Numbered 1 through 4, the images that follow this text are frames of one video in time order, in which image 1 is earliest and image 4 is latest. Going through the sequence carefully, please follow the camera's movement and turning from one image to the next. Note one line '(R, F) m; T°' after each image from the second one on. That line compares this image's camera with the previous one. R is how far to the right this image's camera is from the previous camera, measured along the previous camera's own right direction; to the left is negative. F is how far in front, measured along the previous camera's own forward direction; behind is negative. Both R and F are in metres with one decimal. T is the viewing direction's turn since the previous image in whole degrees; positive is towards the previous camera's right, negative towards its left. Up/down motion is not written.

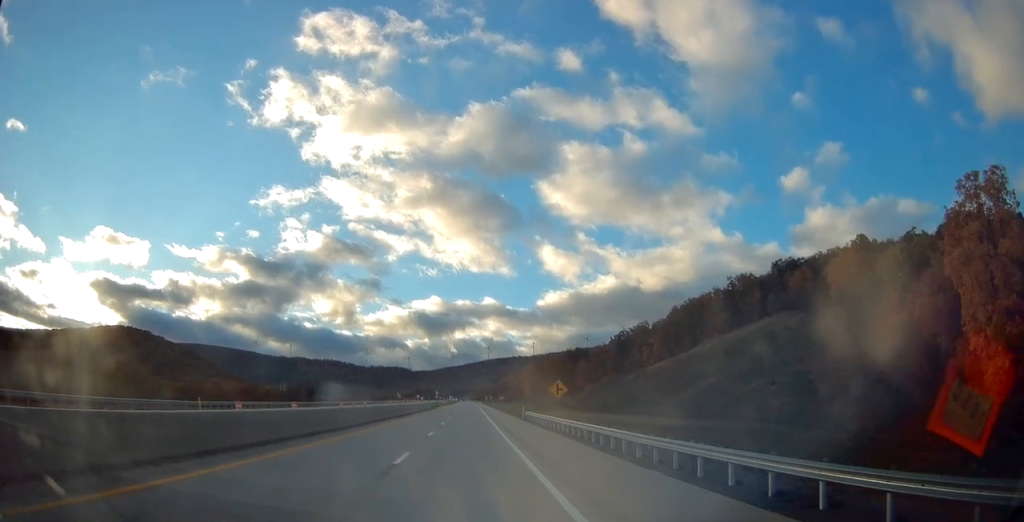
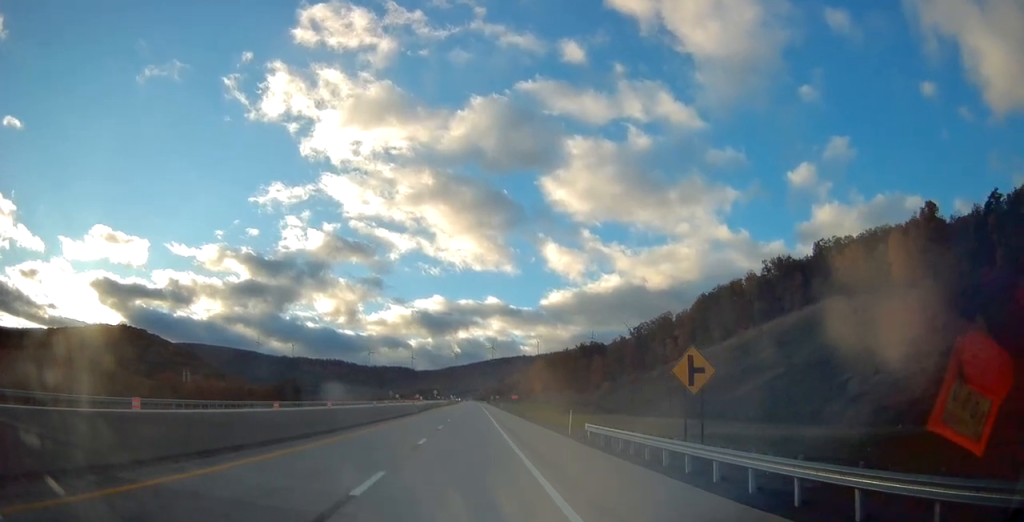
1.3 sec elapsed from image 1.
(-0.2, +29.4) m; -1°
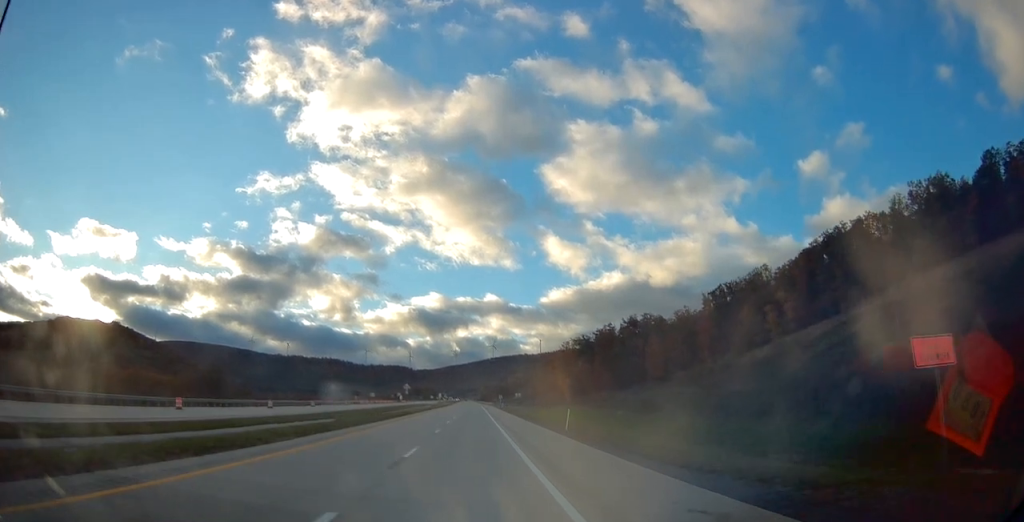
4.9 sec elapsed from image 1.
(0.0, +89.3) m; 0°
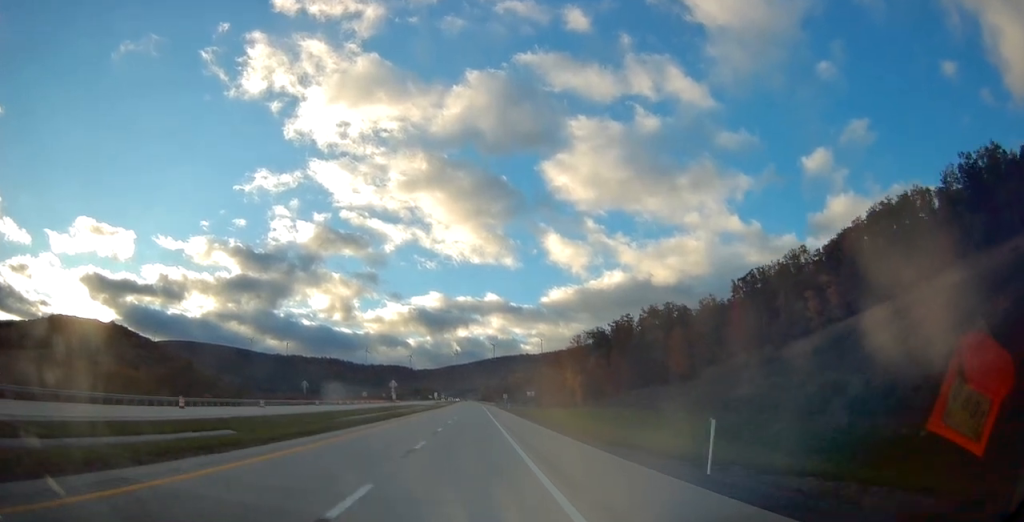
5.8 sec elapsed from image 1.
(+0.2, +22.0) m; 0°
